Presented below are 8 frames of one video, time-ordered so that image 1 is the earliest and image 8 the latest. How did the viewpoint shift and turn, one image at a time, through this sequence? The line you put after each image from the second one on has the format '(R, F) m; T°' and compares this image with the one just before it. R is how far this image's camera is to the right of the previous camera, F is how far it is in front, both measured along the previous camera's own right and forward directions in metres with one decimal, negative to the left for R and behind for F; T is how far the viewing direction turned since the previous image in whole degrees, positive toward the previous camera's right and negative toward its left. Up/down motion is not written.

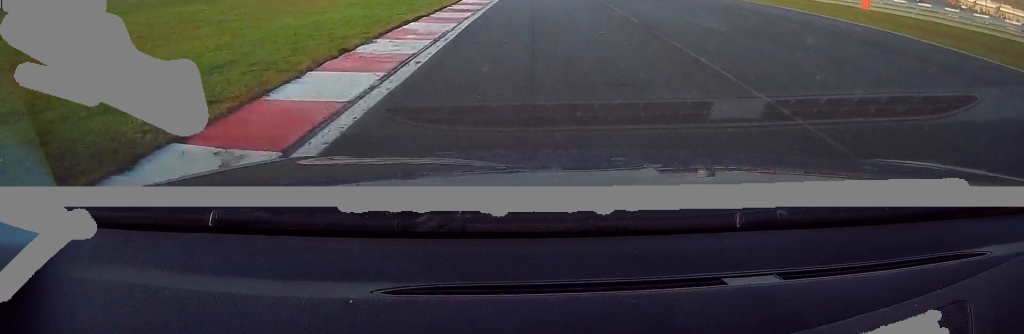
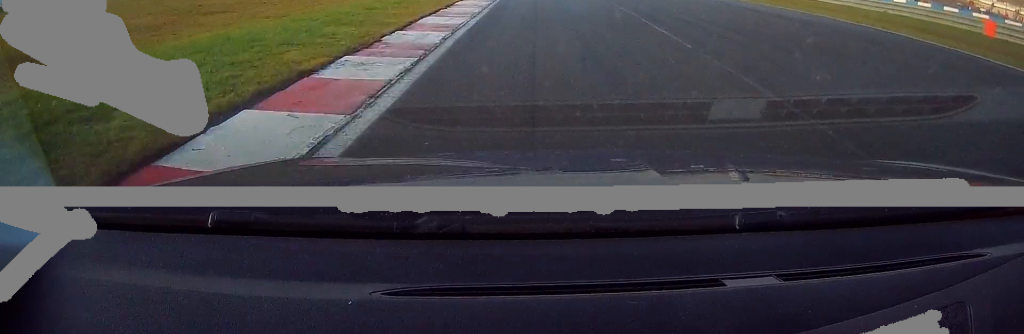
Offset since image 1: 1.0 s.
(+0.7, +18.2) m; +1°
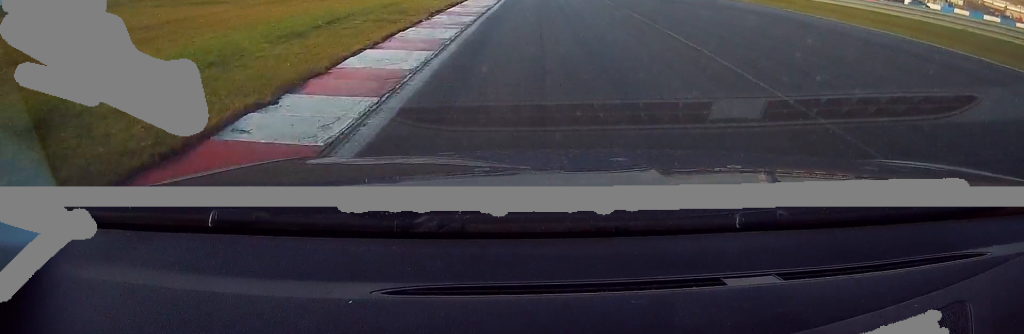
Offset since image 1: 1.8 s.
(-0.2, +12.4) m; -1°
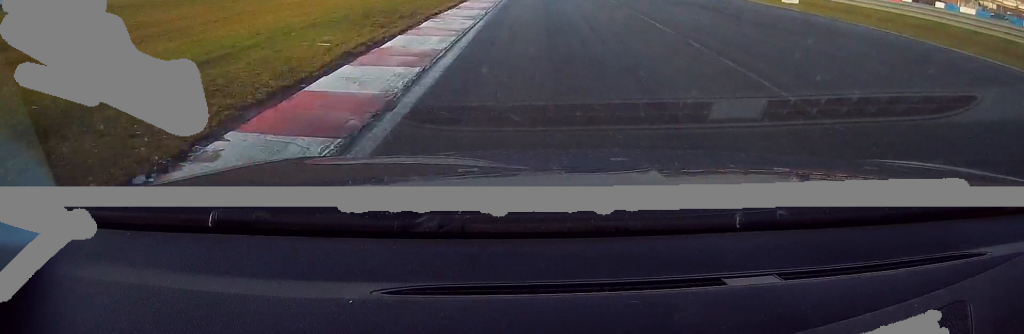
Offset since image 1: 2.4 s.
(0.0, +10.9) m; 0°
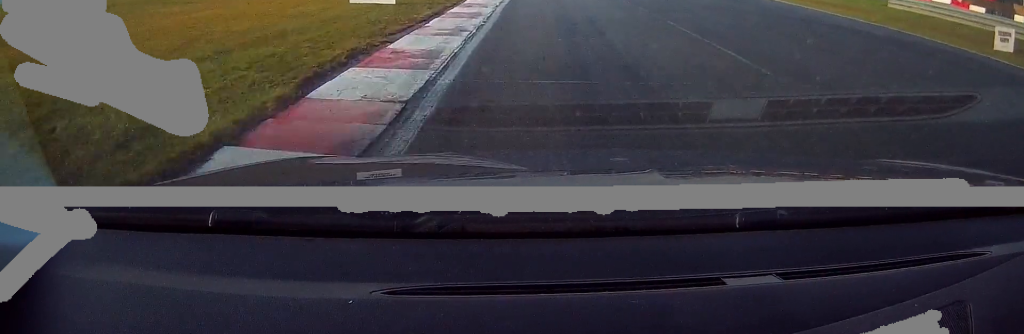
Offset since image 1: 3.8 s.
(0.0, +23.4) m; +1°
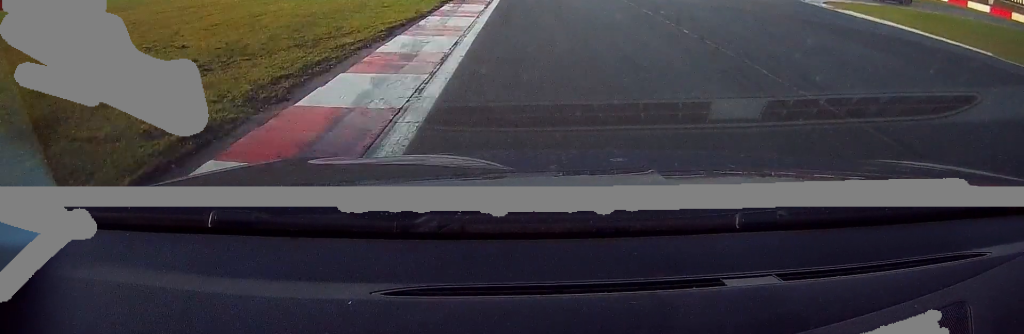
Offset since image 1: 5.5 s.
(+0.1, +26.6) m; -1°
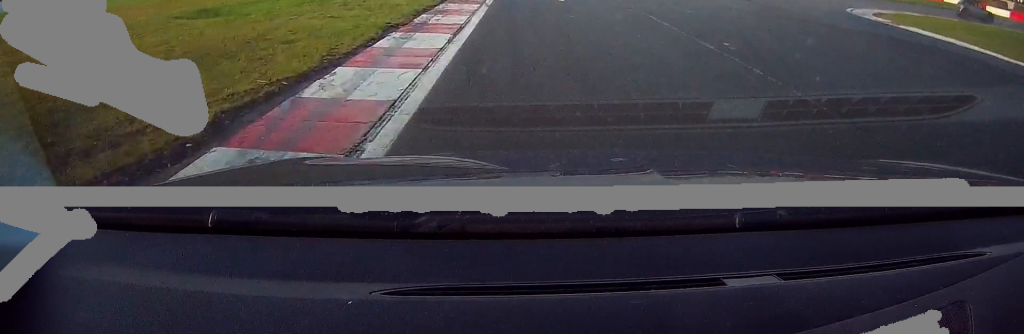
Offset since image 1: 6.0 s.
(-0.2, +6.4) m; 0°
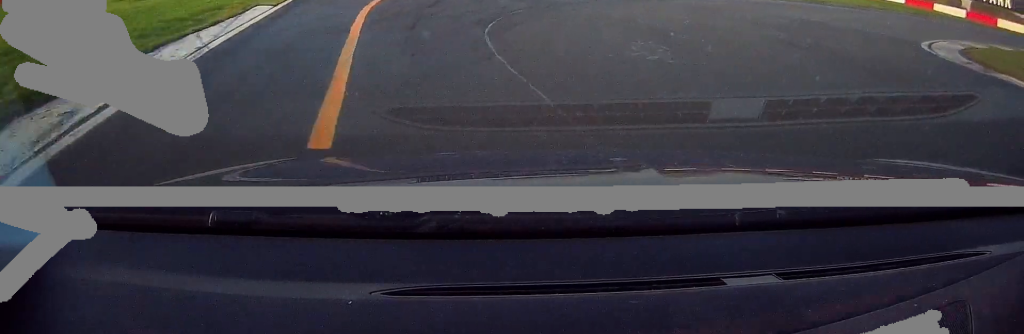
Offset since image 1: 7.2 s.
(+1.4, +15.2) m; +15°
